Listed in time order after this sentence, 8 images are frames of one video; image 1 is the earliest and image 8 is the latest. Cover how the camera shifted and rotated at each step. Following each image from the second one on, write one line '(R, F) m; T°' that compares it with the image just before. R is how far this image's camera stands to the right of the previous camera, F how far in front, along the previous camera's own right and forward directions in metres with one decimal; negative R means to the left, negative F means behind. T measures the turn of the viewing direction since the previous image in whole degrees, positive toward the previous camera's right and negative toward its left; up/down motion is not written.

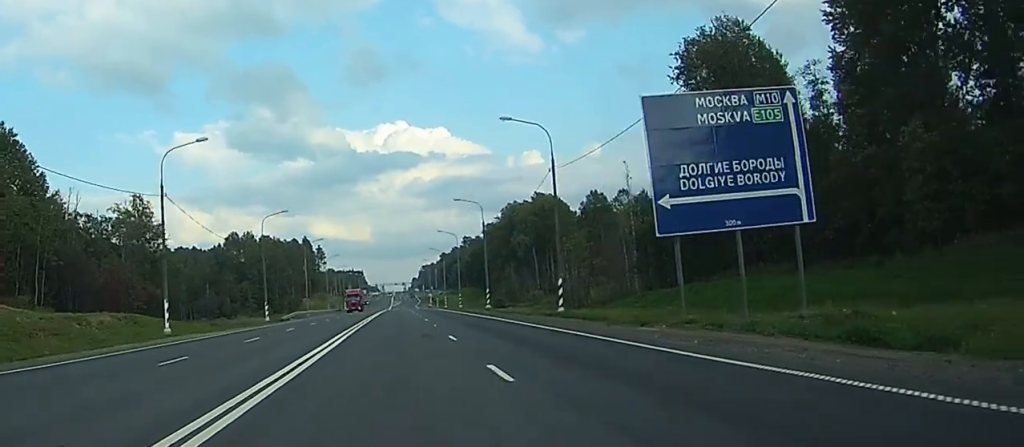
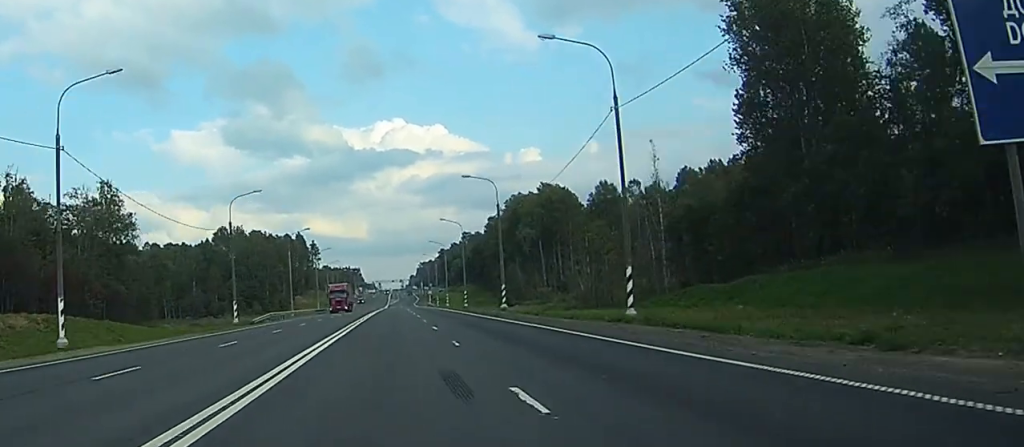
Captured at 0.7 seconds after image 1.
(+0.3, +16.0) m; +1°
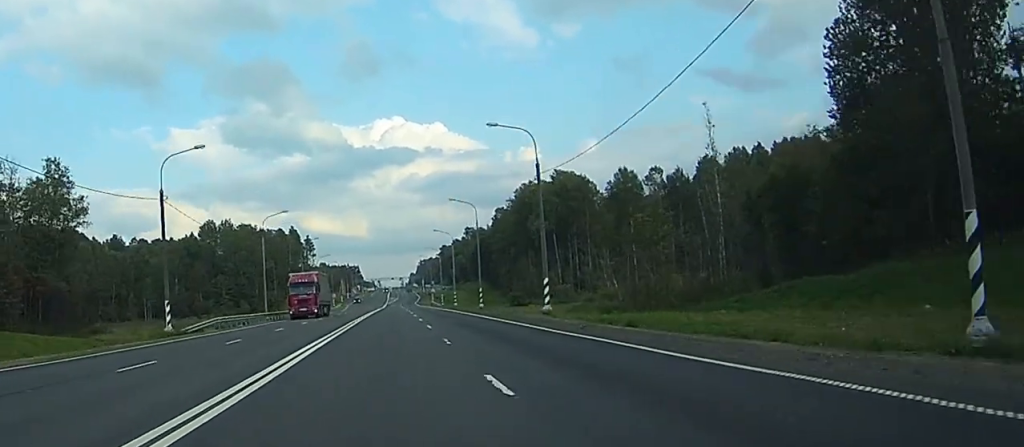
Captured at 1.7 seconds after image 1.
(0.0, +22.1) m; 0°
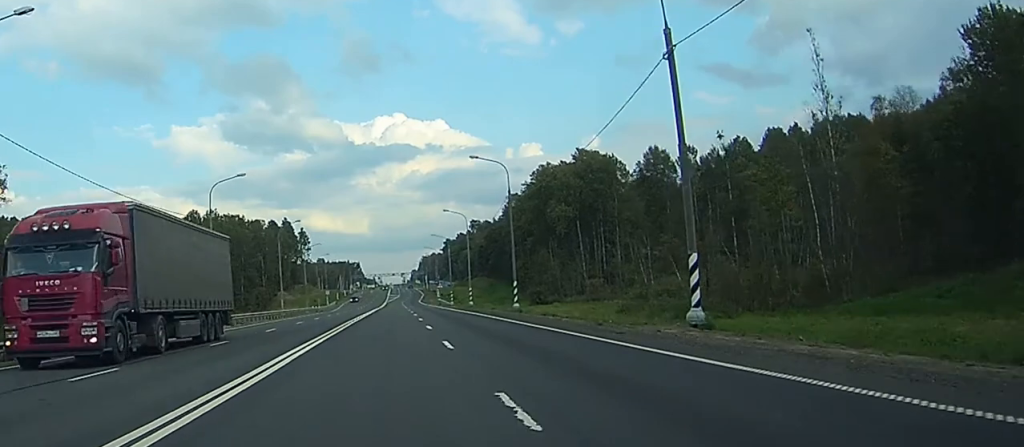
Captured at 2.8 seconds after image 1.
(+0.2, +26.6) m; 0°
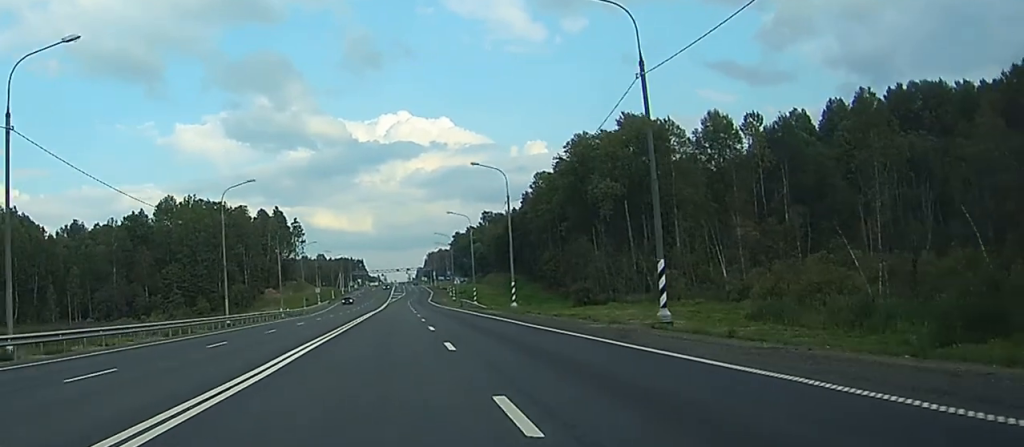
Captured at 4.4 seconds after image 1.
(-0.1, +36.4) m; 0°
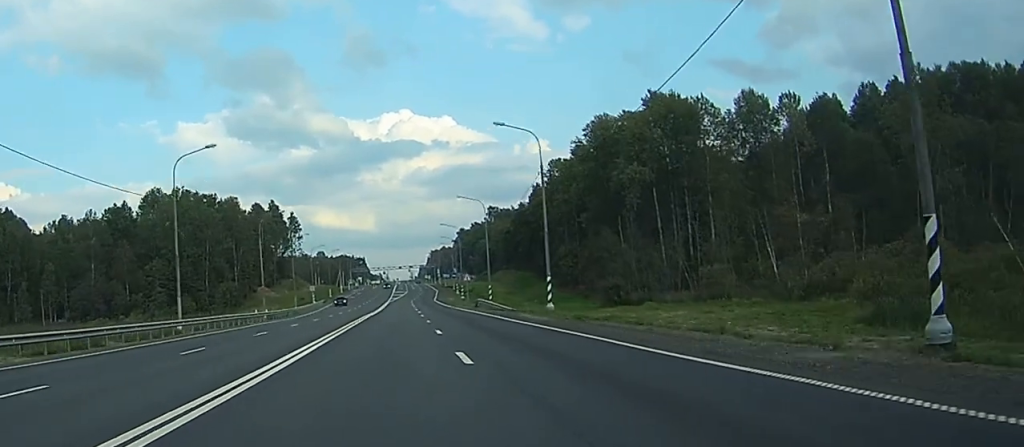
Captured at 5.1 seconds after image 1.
(0.0, +15.9) m; 0°
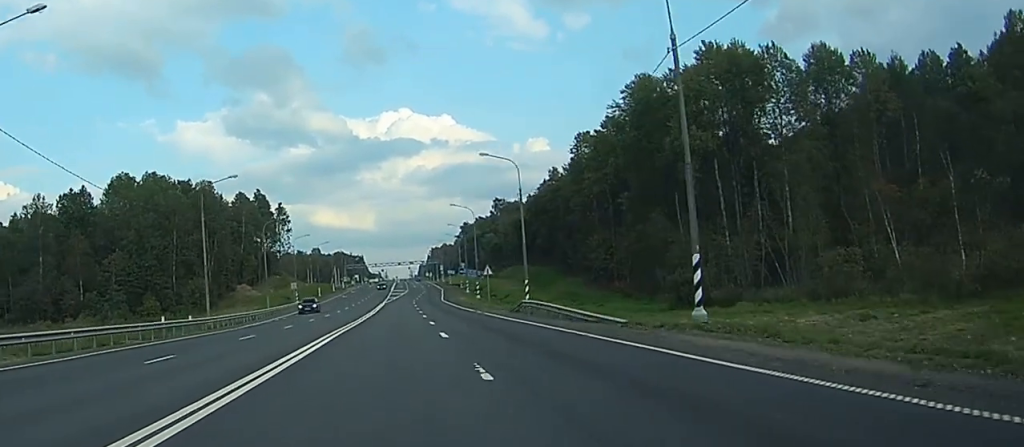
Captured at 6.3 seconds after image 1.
(-0.2, +27.2) m; -1°
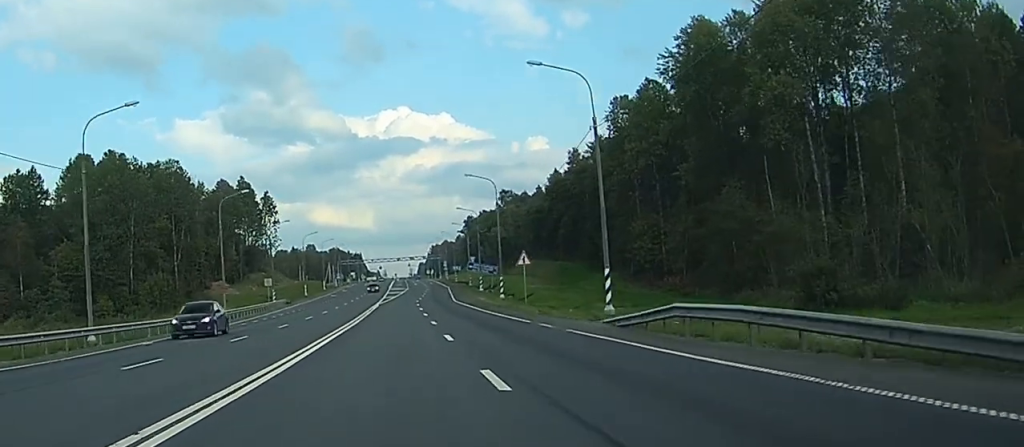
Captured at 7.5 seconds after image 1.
(0.0, +25.6) m; 0°
